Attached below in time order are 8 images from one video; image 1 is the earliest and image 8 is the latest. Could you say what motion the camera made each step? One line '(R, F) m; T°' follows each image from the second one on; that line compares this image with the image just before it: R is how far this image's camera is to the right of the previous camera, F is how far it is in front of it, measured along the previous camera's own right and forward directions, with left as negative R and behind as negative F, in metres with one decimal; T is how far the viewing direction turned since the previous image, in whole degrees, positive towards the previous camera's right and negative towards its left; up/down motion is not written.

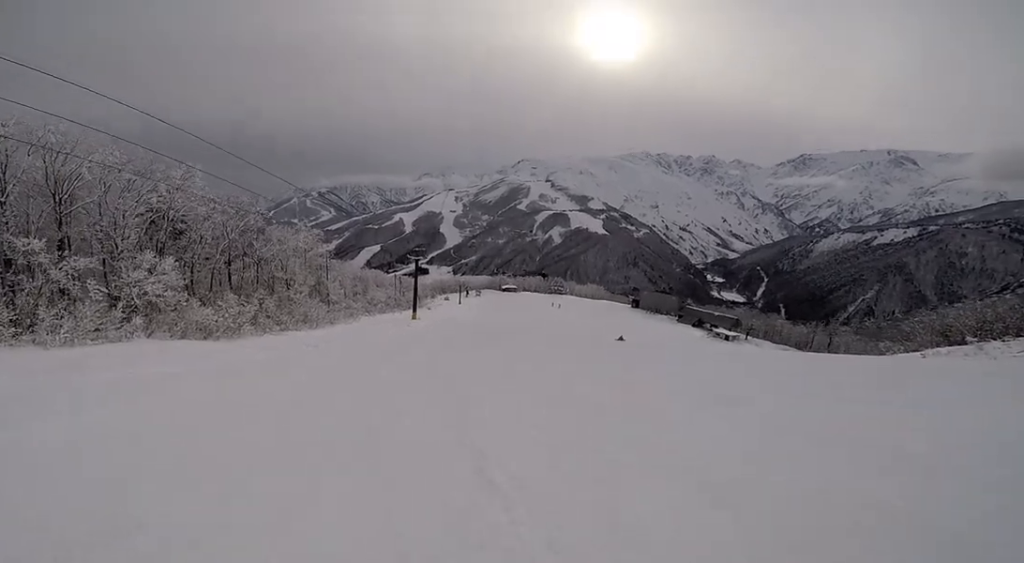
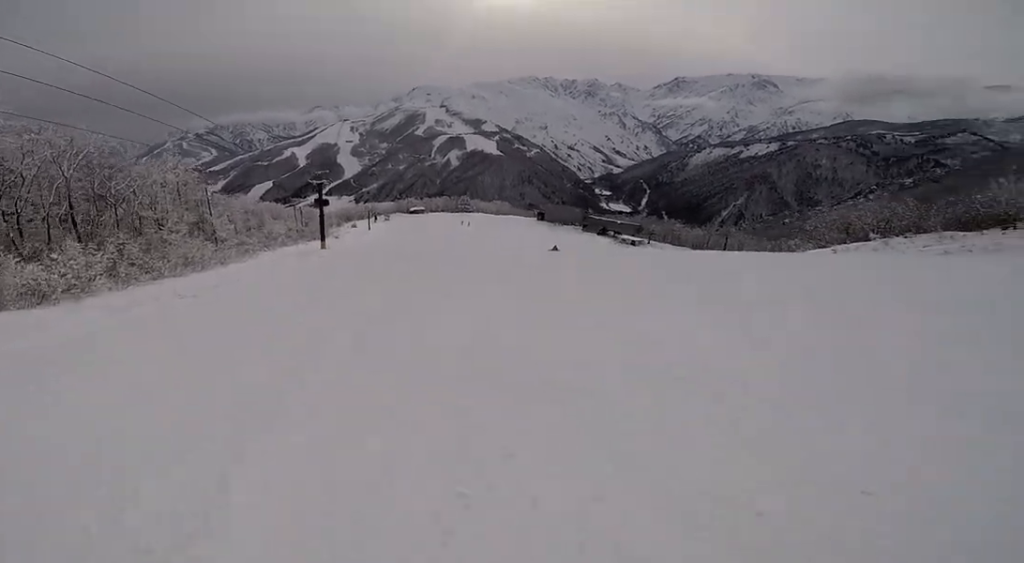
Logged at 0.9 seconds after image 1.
(+1.7, +7.2) m; +20°
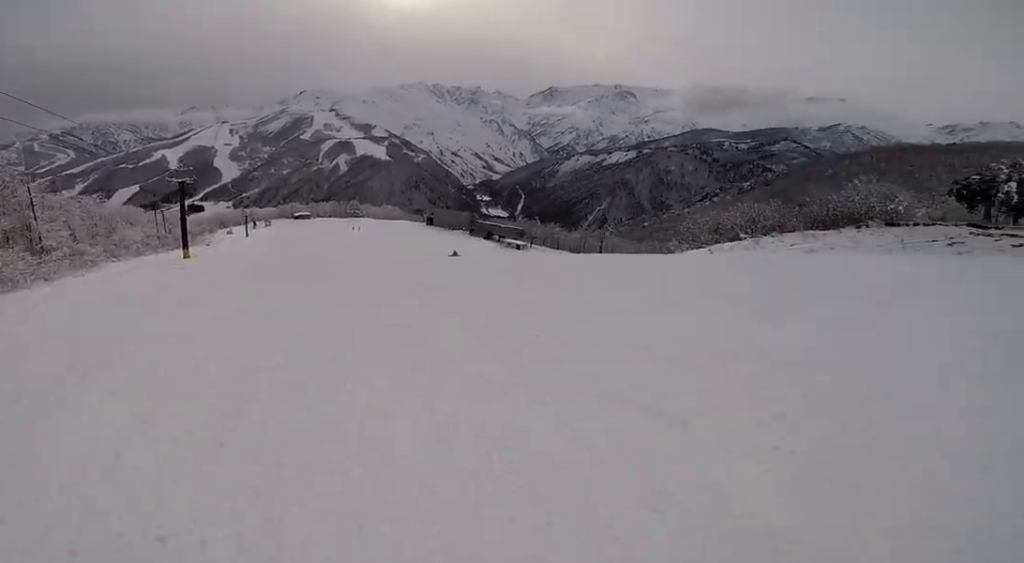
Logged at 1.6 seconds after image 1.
(+0.8, +6.1) m; -4°
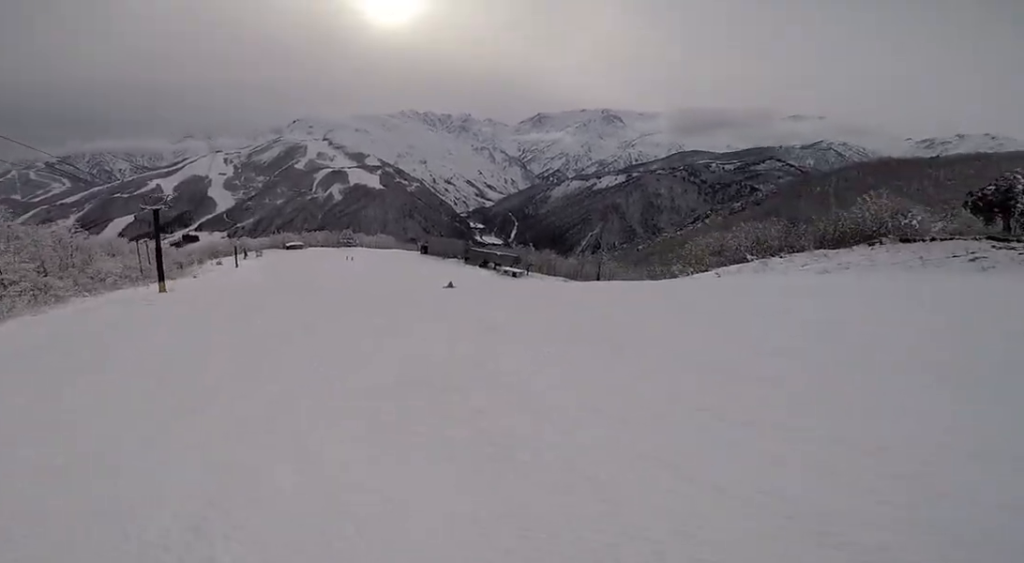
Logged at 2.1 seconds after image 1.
(-0.1, +4.3) m; -5°
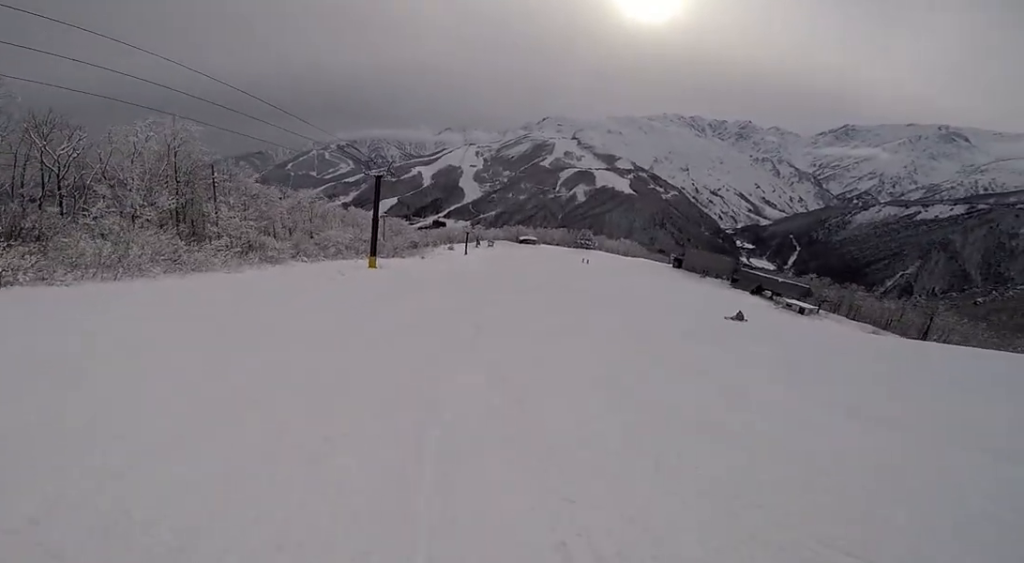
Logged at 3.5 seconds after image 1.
(-2.2, +12.1) m; -14°
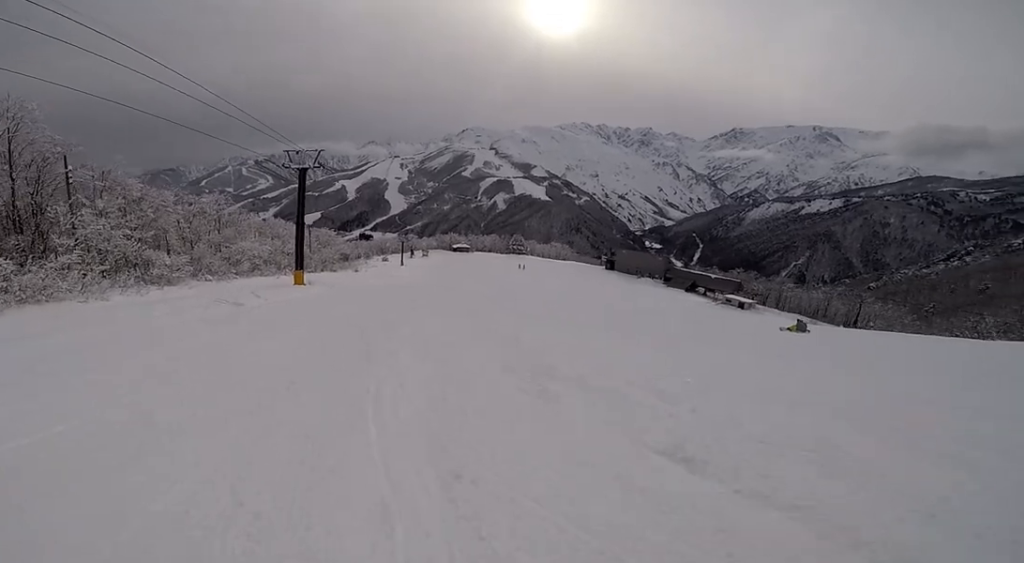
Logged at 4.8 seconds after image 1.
(-0.8, +10.6) m; +10°
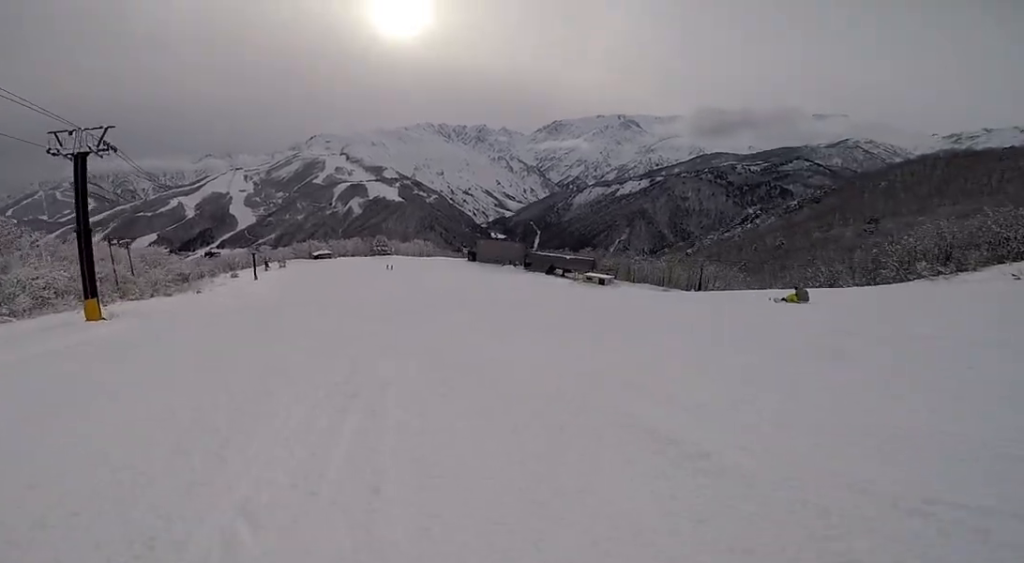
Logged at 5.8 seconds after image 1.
(+2.5, +8.5) m; +7°
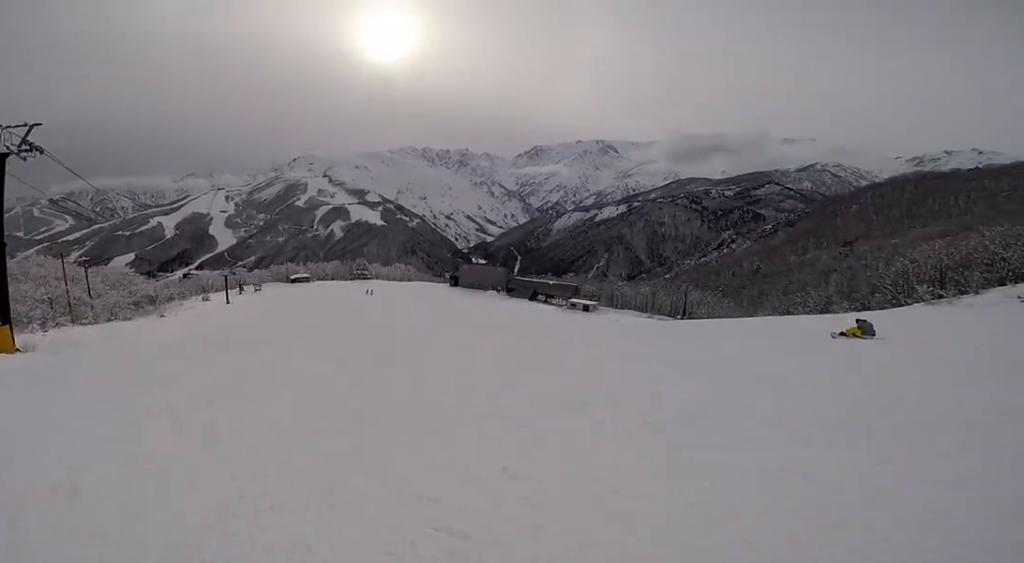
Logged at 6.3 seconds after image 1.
(-0.8, +4.1) m; -6°
